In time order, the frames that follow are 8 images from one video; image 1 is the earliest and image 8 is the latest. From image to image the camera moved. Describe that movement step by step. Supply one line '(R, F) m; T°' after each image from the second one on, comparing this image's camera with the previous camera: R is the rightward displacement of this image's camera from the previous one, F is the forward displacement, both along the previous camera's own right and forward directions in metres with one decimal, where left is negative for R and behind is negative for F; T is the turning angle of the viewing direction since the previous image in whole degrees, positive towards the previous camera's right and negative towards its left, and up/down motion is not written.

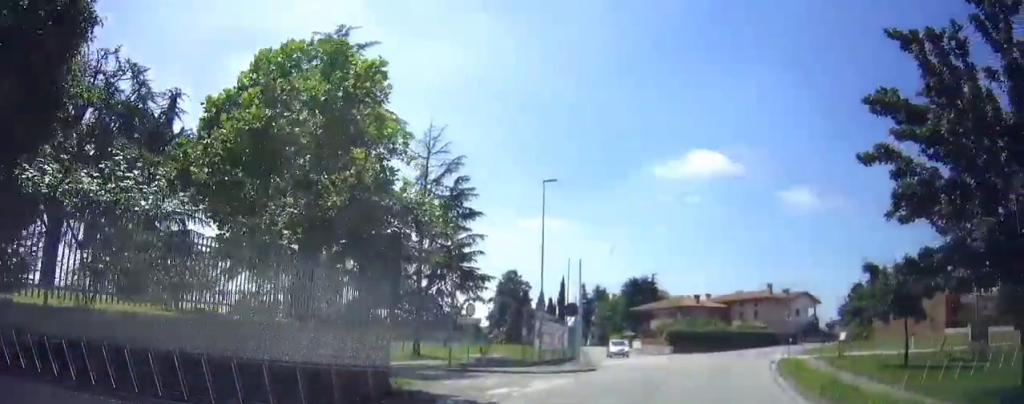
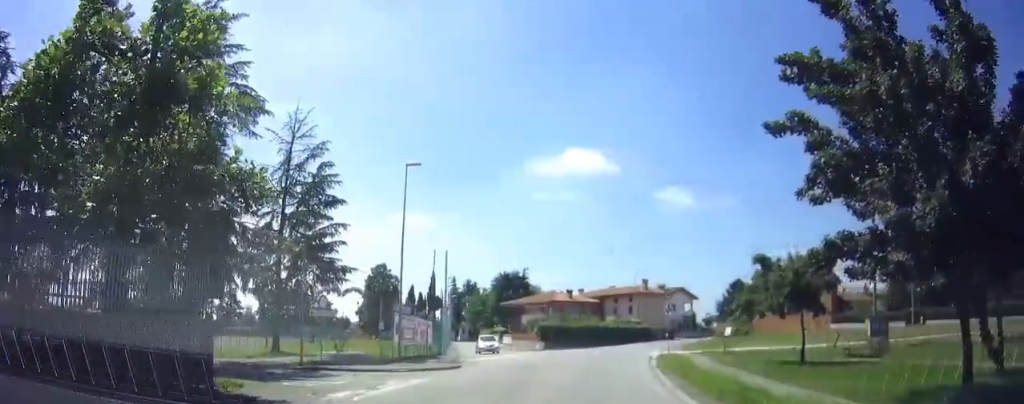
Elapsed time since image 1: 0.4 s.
(+0.3, +1.8) m; +6°
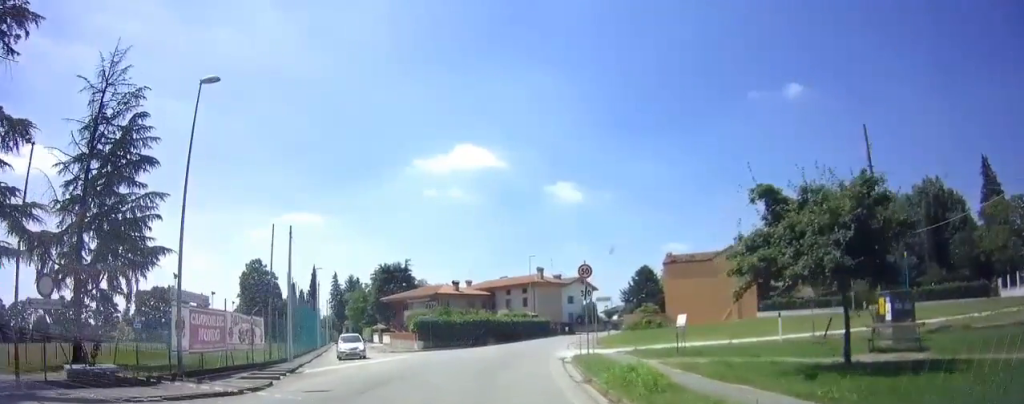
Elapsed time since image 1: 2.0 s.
(+1.2, +8.0) m; +13°
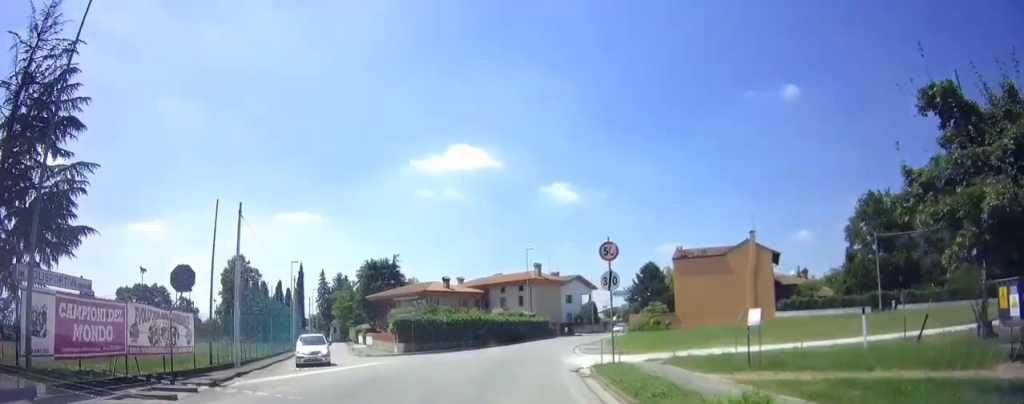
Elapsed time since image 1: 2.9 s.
(+0.2, +5.7) m; +3°
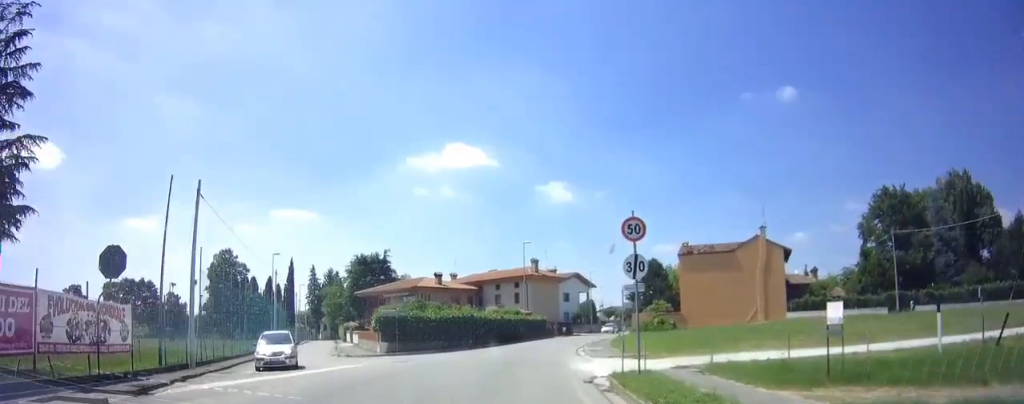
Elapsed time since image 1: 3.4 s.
(0.0, +3.2) m; 0°
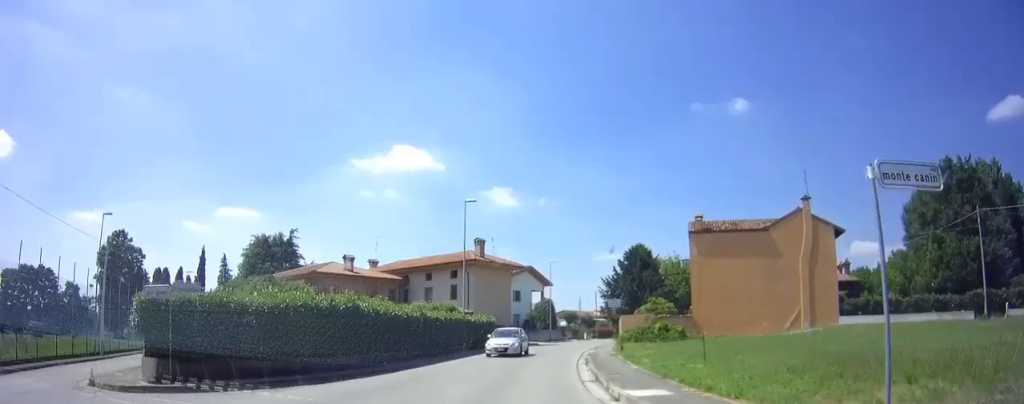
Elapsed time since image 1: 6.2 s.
(+0.4, +17.9) m; +7°
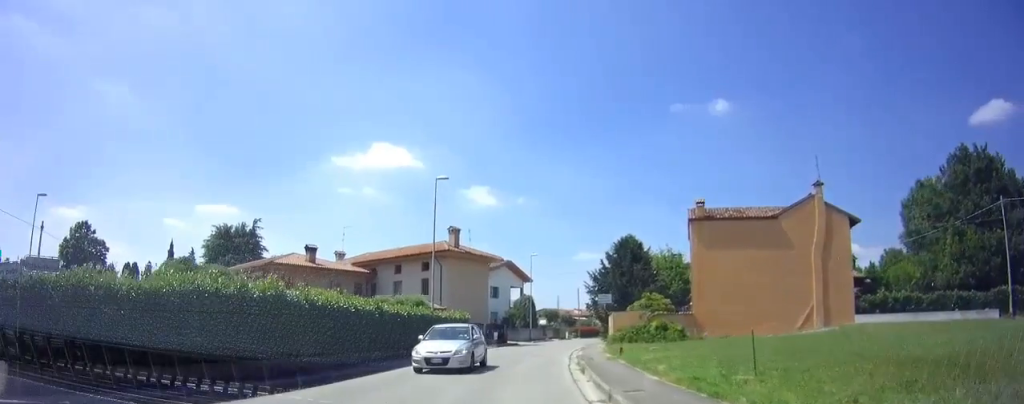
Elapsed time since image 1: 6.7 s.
(+0.3, +4.2) m; +2°
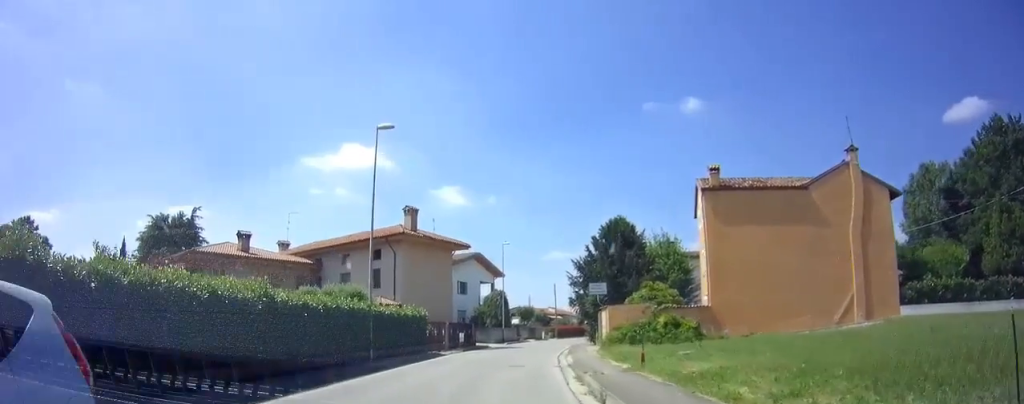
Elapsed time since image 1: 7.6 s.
(-0.1, +6.9) m; +2°
